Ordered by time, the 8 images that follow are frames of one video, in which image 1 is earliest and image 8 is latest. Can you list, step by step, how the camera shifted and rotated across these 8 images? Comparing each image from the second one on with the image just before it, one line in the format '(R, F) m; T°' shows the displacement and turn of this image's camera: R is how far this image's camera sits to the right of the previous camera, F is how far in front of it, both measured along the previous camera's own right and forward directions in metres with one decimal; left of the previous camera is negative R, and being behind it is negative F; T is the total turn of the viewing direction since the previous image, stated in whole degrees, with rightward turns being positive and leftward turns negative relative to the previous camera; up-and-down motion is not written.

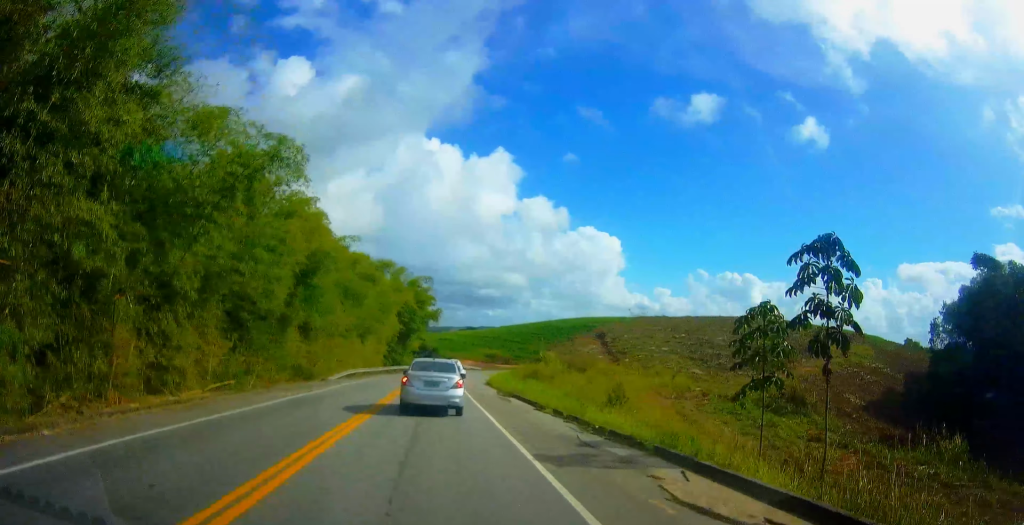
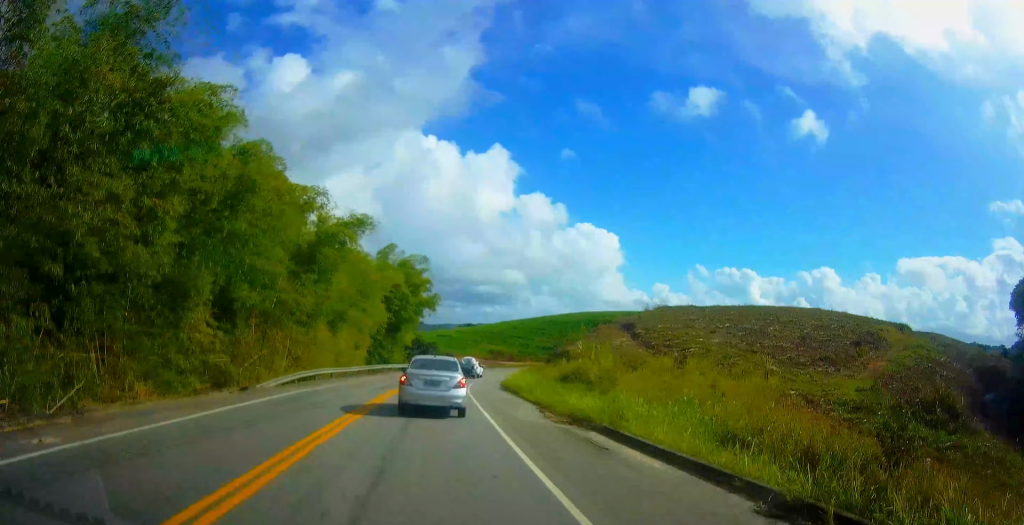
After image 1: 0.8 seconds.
(0.0, +18.1) m; 0°
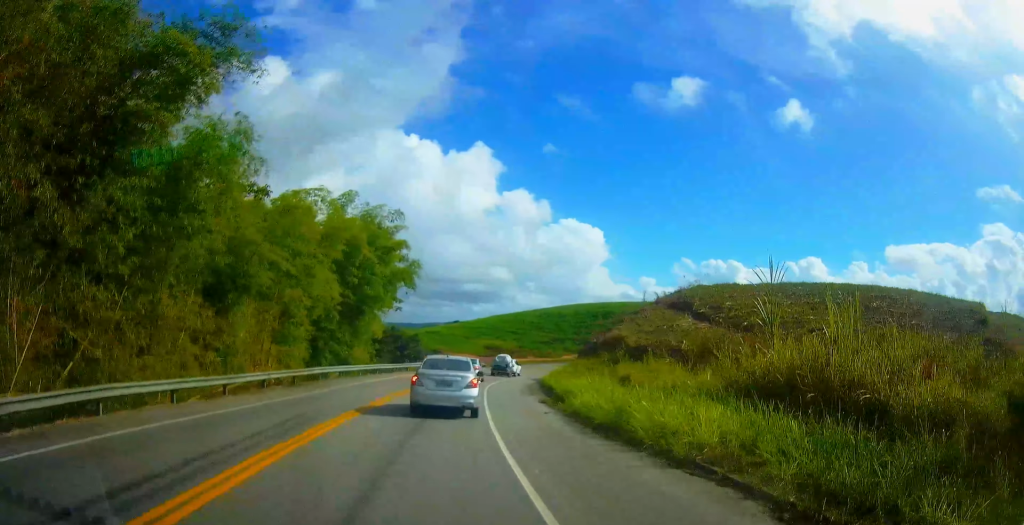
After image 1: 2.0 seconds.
(-0.4, +28.0) m; 0°
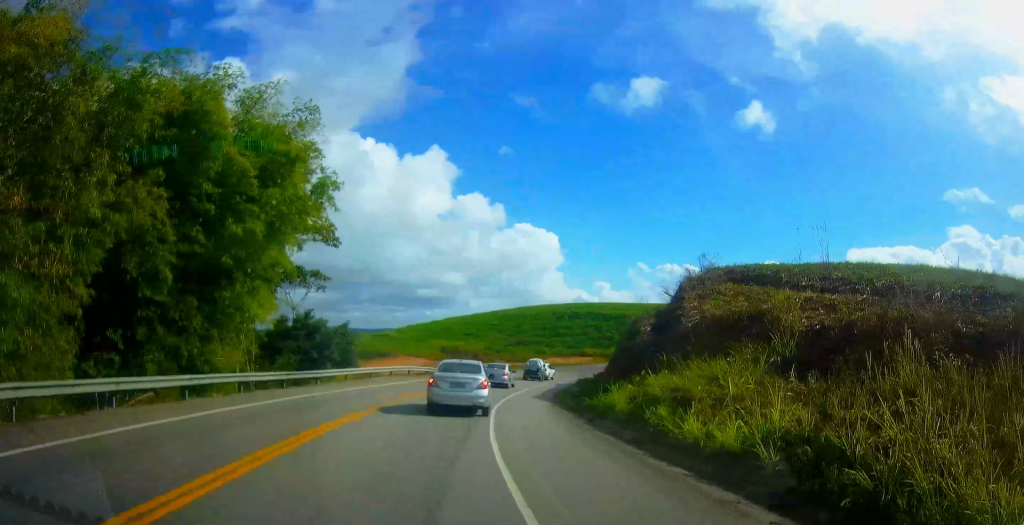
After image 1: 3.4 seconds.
(+0.6, +28.4) m; +4°
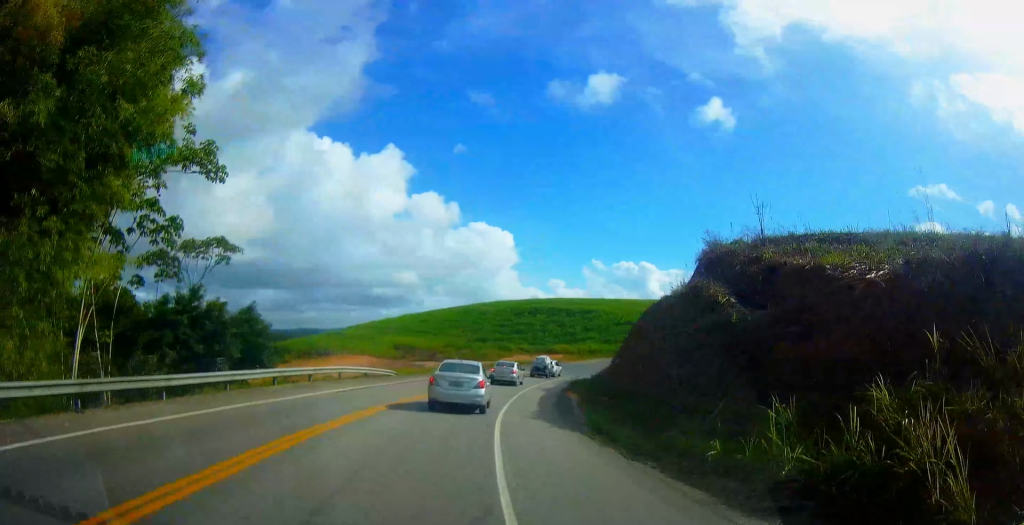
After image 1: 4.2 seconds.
(+0.5, +15.0) m; +2°
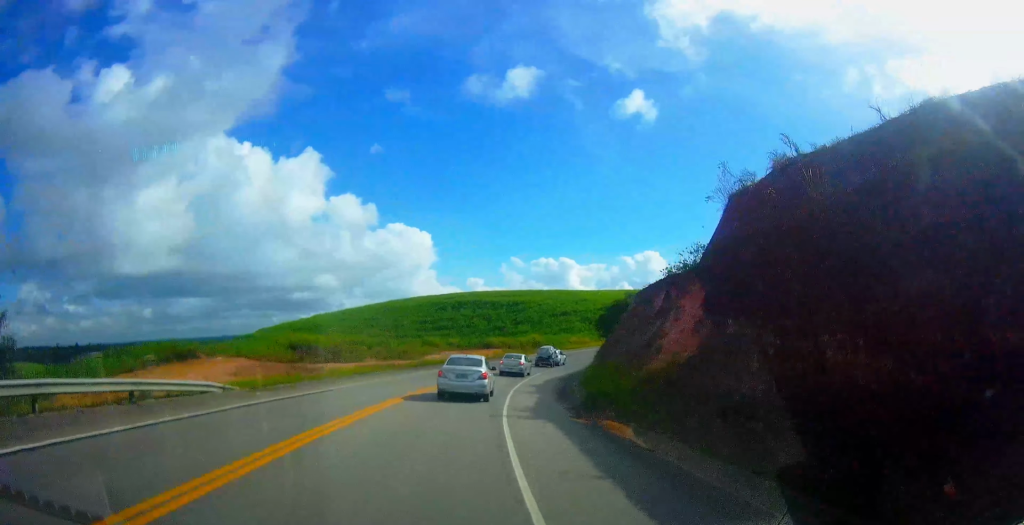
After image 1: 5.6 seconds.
(+0.4, +22.5) m; +3°
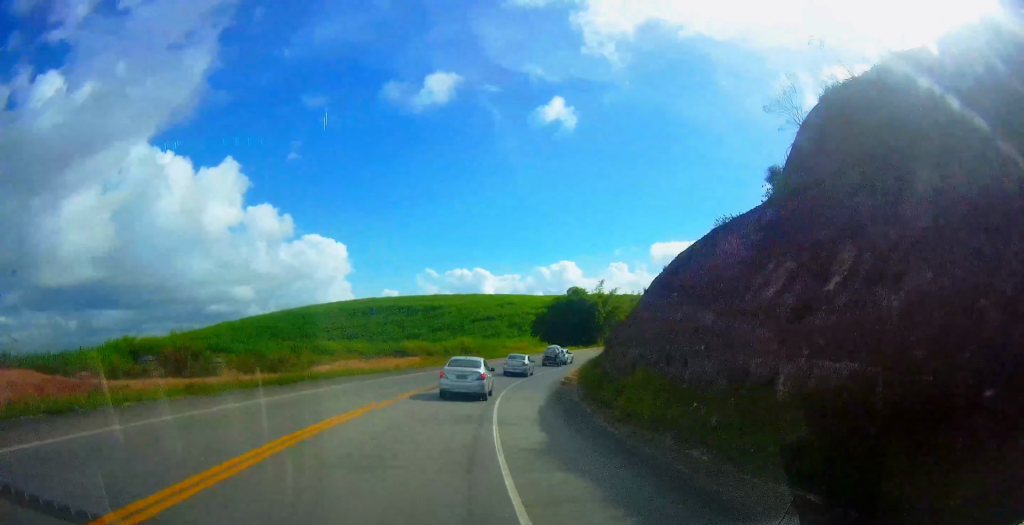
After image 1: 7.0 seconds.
(+1.0, +22.6) m; +6°
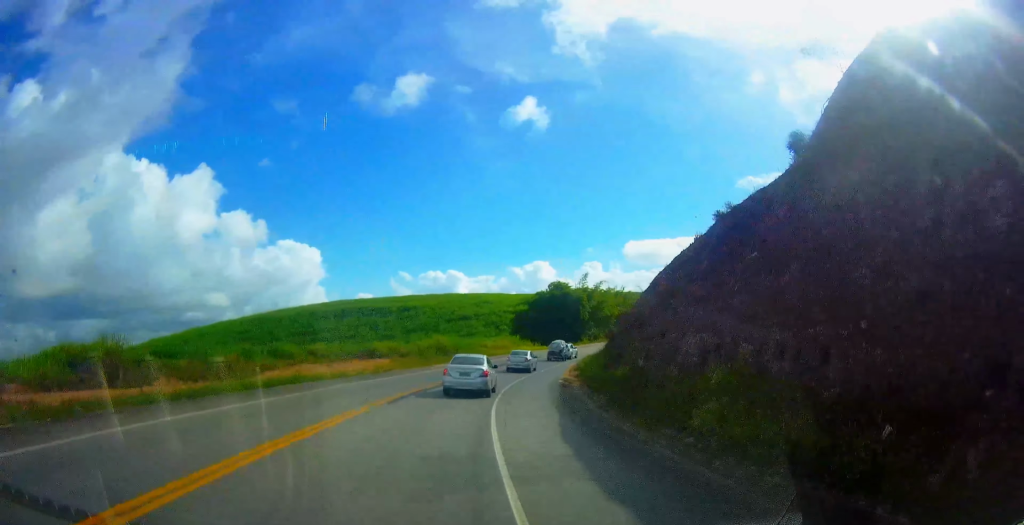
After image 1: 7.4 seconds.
(-0.2, +6.8) m; +2°
